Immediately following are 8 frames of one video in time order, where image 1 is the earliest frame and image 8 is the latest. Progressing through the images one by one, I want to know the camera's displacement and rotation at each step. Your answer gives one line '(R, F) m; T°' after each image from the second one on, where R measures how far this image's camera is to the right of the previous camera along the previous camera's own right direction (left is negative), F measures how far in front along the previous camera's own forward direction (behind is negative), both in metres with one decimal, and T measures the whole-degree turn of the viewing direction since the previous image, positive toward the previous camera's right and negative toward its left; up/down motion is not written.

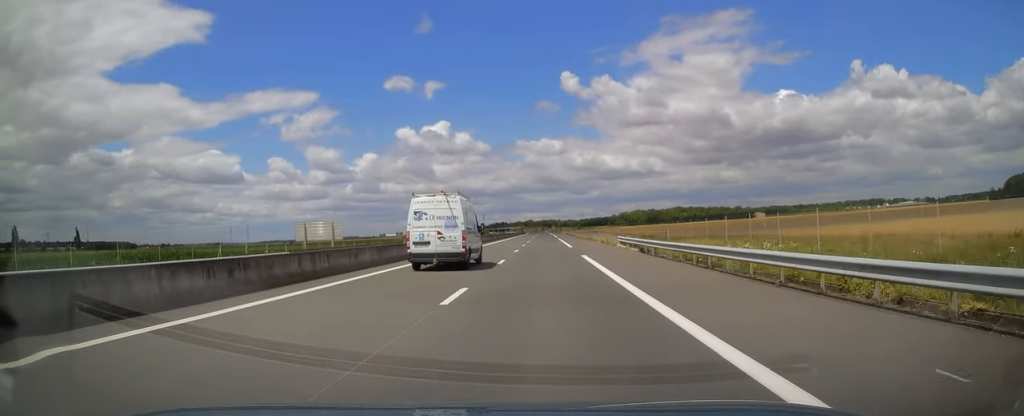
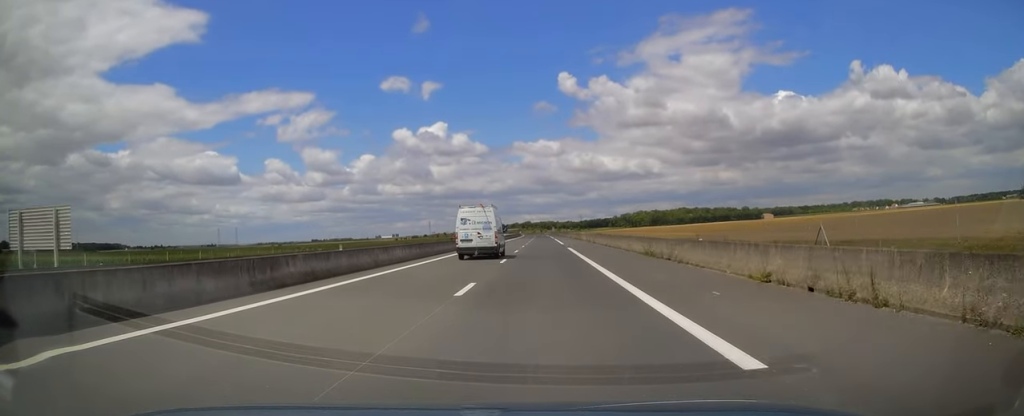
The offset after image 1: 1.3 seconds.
(+0.1, +37.2) m; +1°
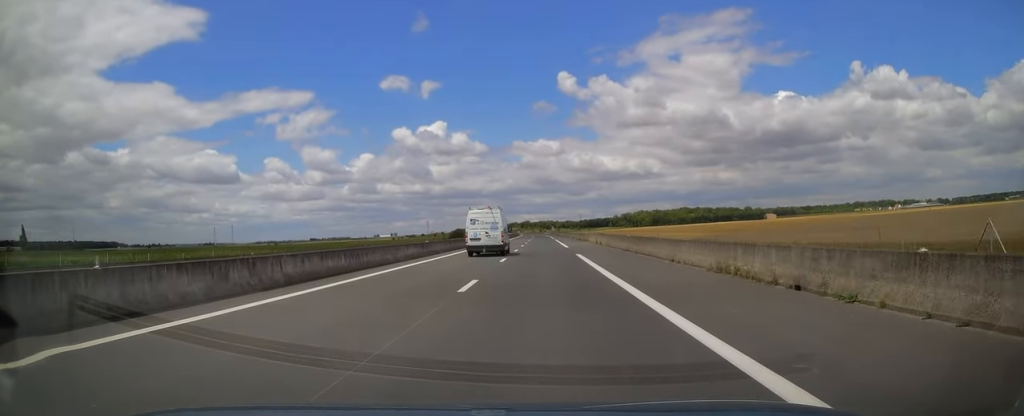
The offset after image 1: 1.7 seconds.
(0.0, +12.3) m; 0°
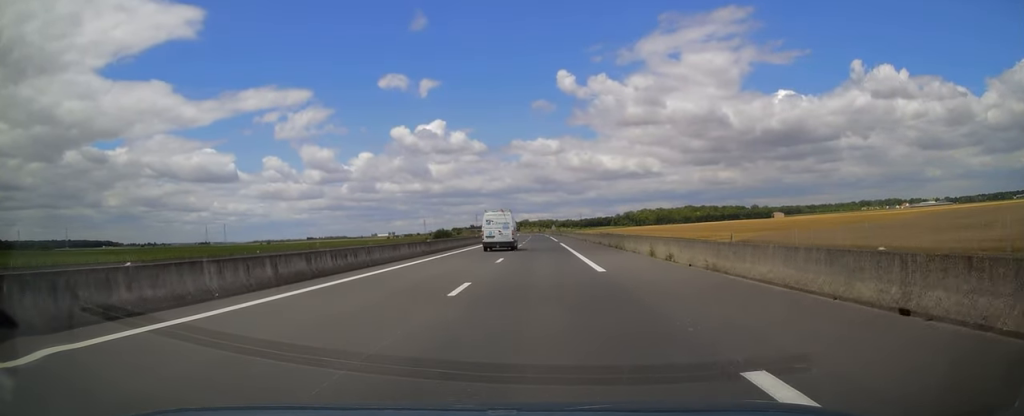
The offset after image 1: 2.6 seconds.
(0.0, +27.0) m; 0°
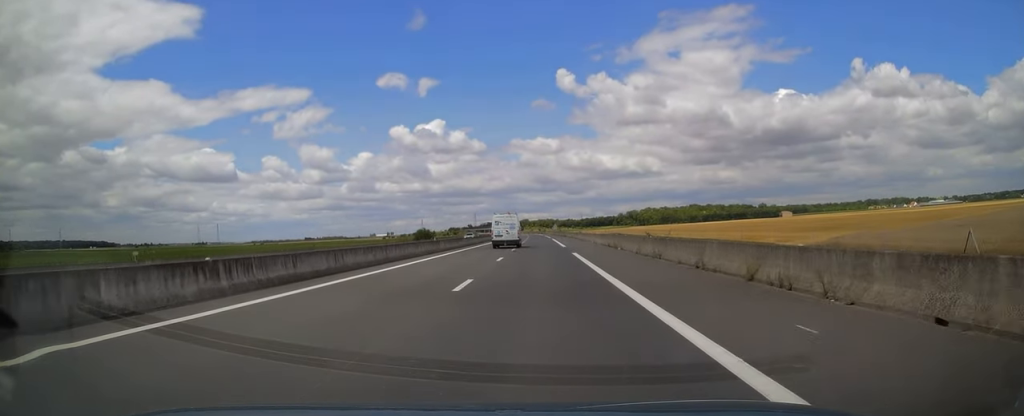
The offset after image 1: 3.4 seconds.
(0.0, +25.0) m; -1°
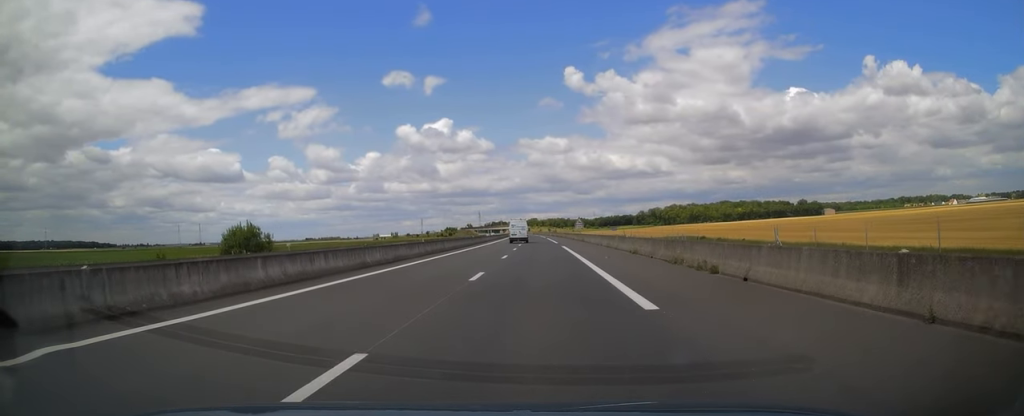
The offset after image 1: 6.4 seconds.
(+0.1, +87.7) m; 0°
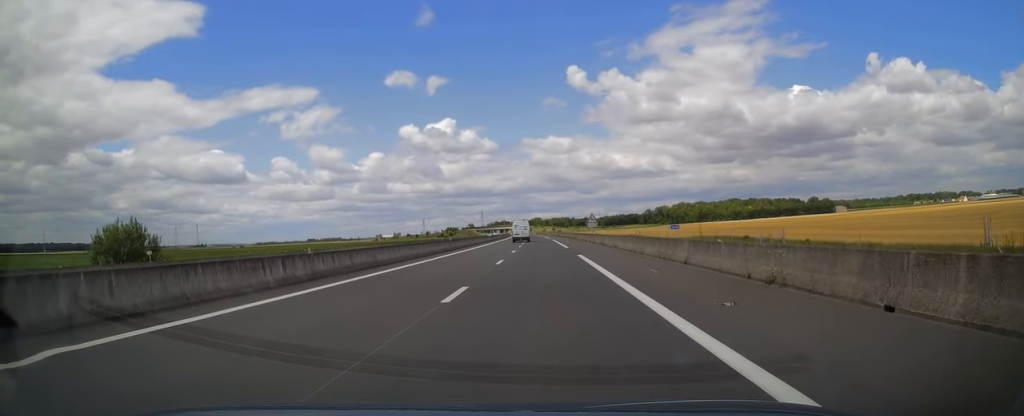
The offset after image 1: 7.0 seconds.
(-0.2, +18.2) m; -1°
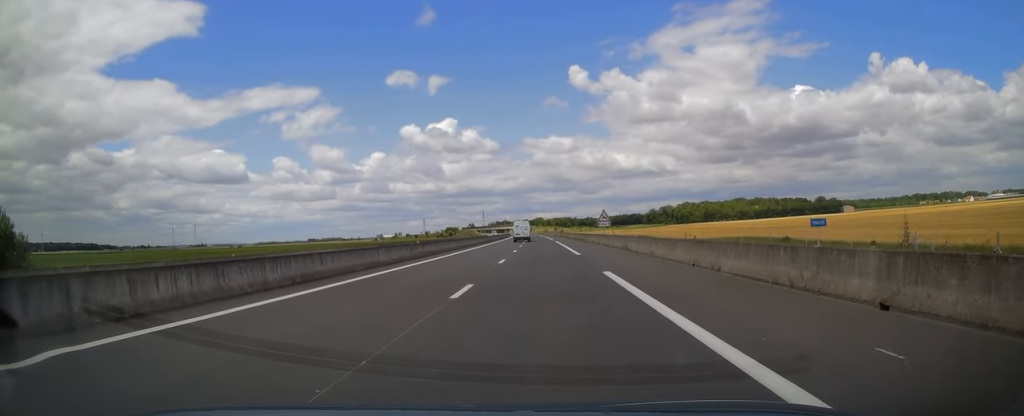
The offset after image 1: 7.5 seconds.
(-0.1, +12.3) m; 0°
